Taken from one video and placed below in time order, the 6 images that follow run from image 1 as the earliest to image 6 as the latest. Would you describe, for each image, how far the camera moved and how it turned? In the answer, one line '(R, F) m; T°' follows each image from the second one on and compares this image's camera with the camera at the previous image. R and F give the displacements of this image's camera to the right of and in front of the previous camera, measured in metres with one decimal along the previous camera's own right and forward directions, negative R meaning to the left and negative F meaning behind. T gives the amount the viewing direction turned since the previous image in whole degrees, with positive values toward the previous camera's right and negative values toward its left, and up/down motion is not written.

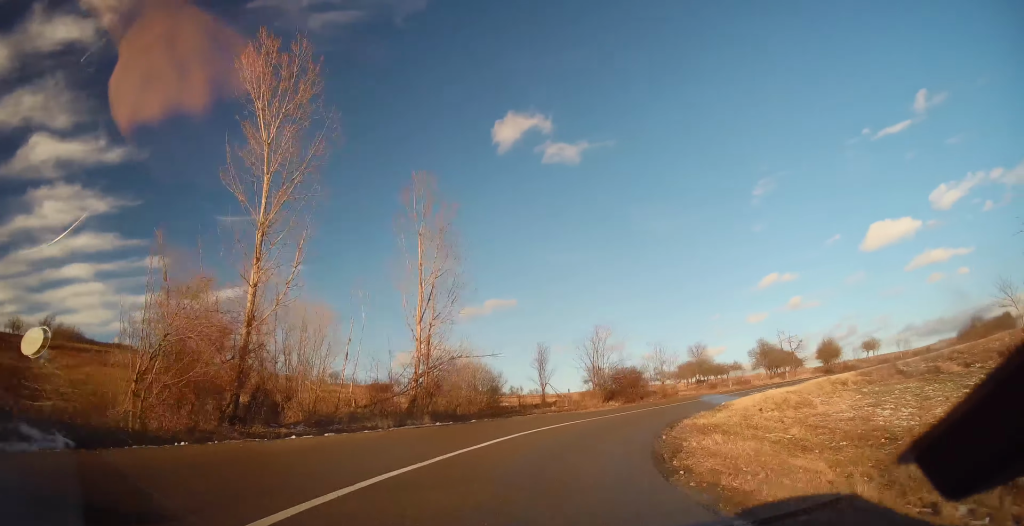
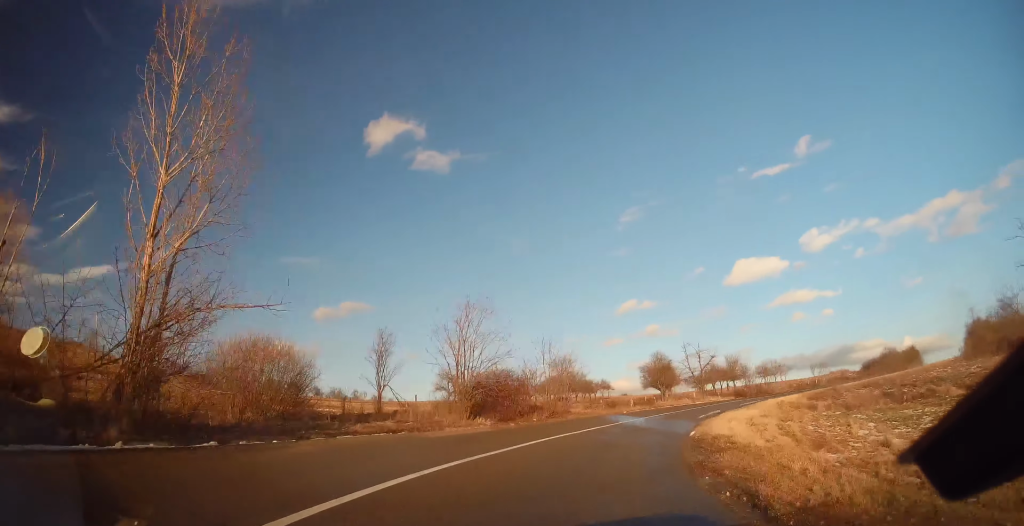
(+2.1, +12.9) m; +17°
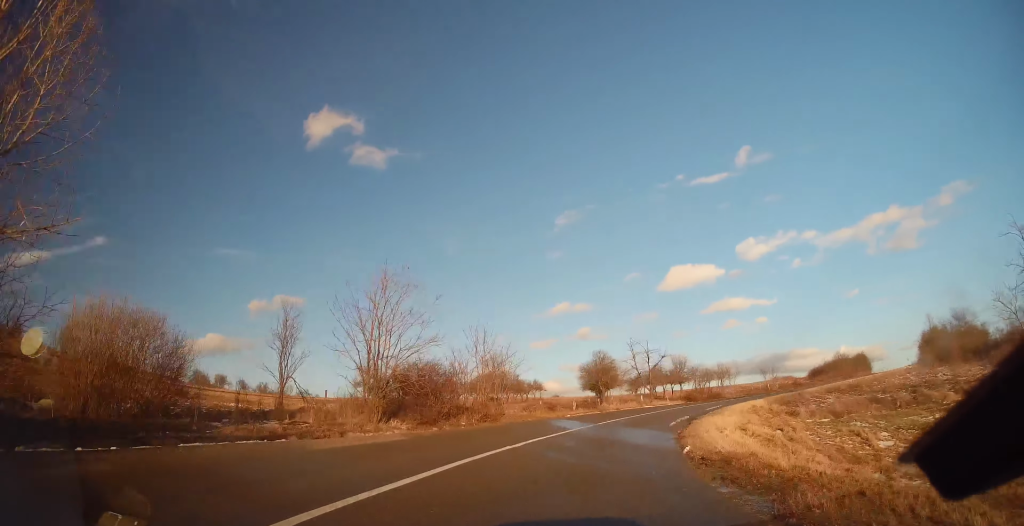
(+0.5, +5.0) m; +7°
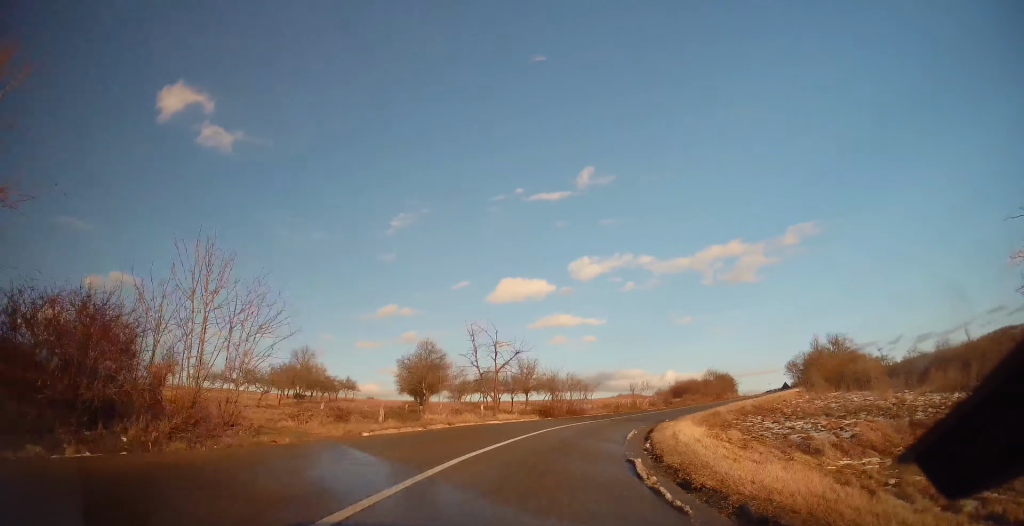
(+2.1, +14.1) m; +16°
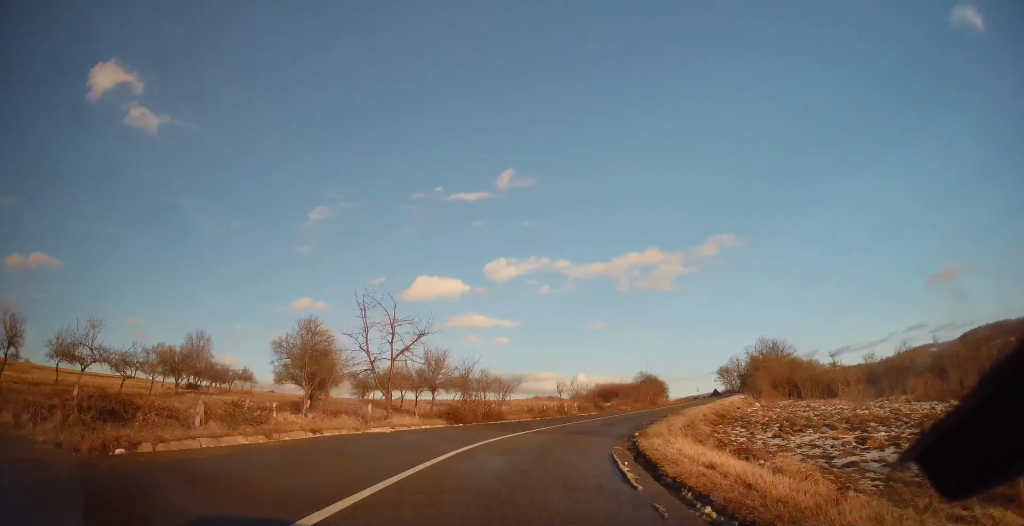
(+0.7, +8.9) m; +9°
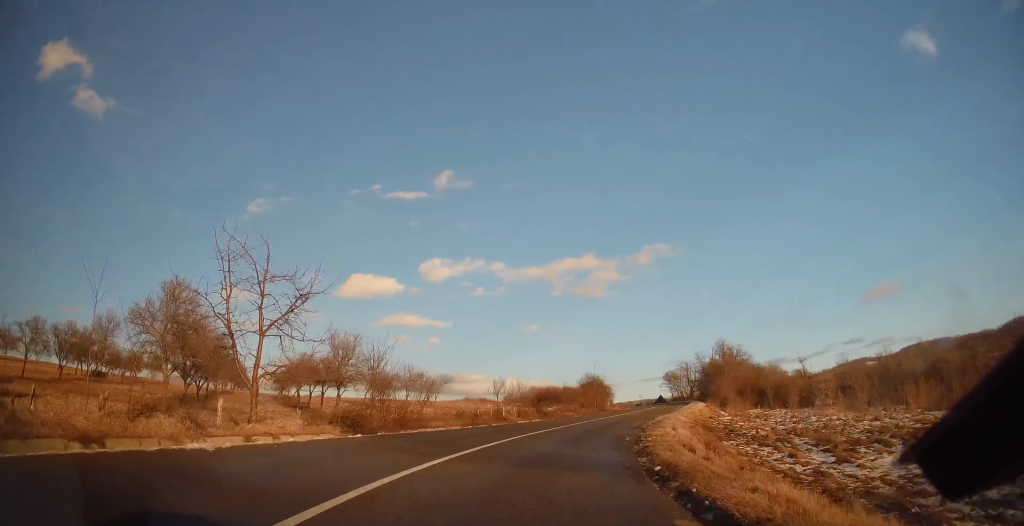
(+0.5, +8.5) m; +9°
